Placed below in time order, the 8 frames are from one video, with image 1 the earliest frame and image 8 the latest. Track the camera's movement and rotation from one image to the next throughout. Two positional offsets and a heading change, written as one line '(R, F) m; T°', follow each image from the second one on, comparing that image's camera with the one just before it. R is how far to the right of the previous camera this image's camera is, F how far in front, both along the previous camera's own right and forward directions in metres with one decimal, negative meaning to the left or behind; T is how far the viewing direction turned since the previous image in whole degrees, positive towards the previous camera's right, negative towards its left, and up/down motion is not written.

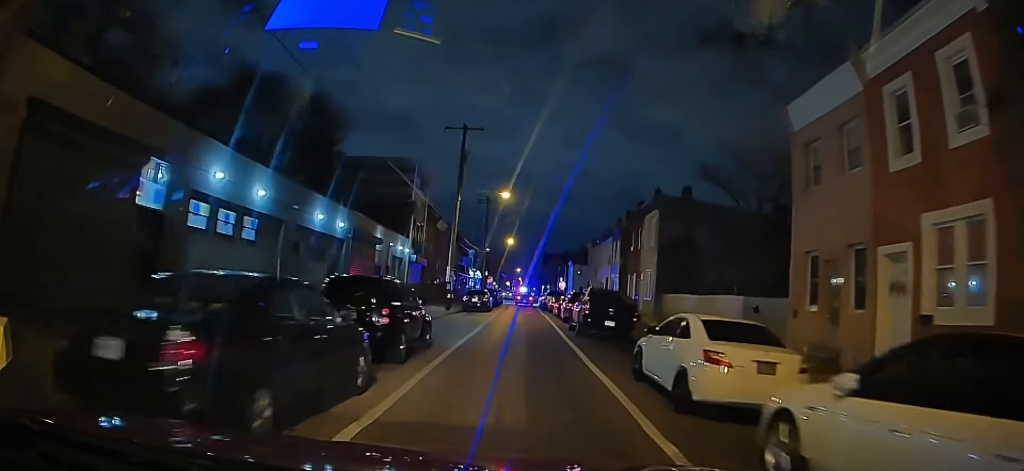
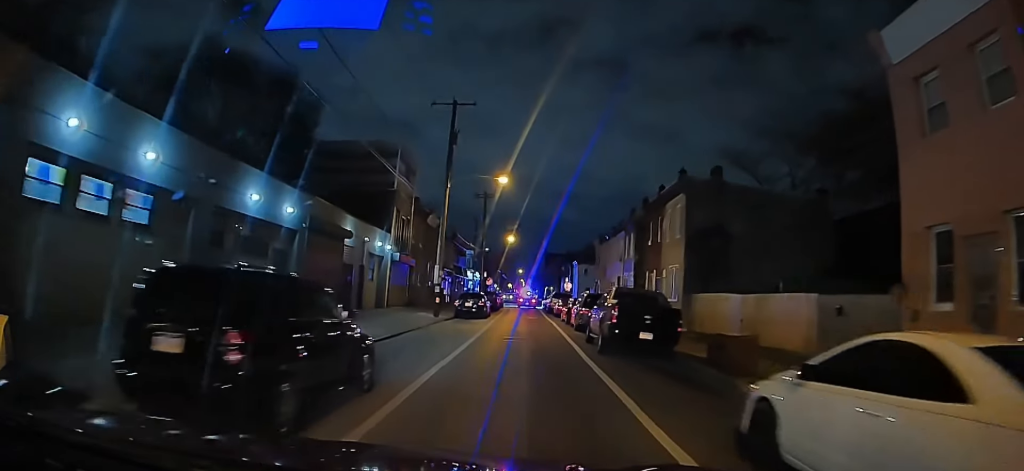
(0.0, +5.5) m; +1°
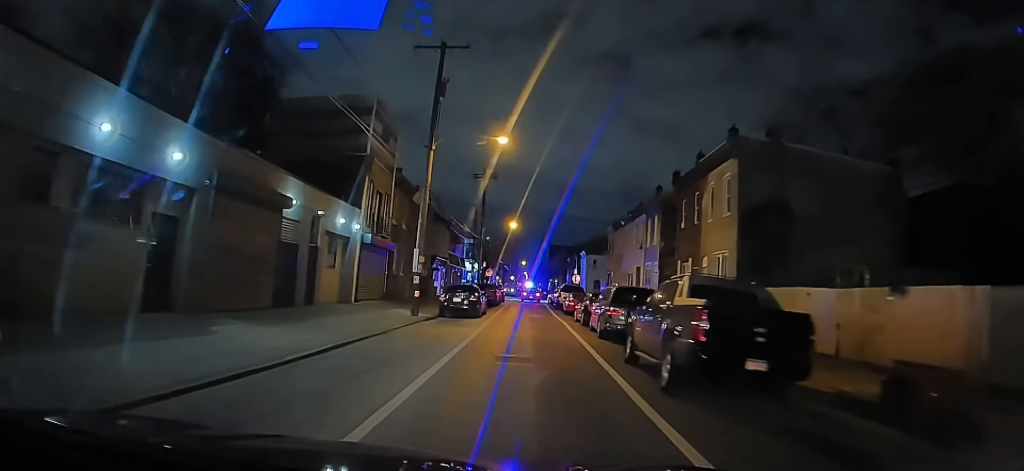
(+0.1, +6.8) m; +1°
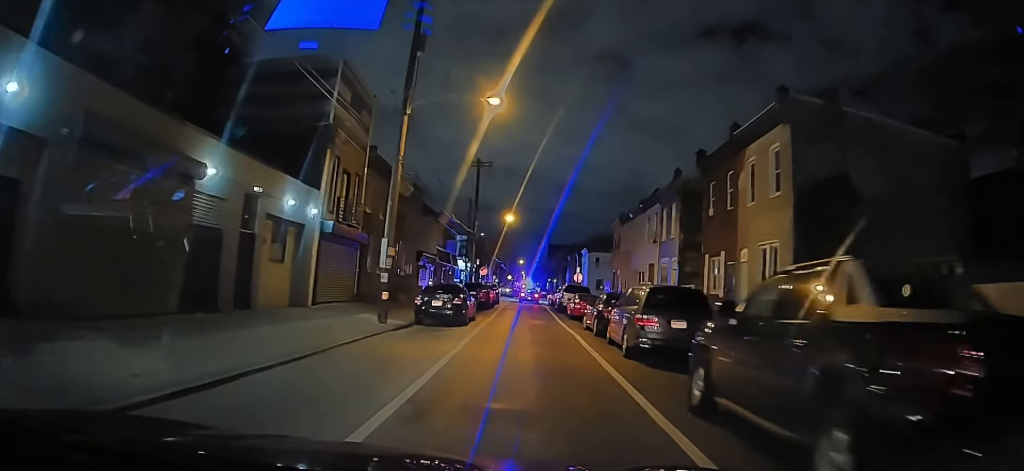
(0.0, +5.0) m; 0°
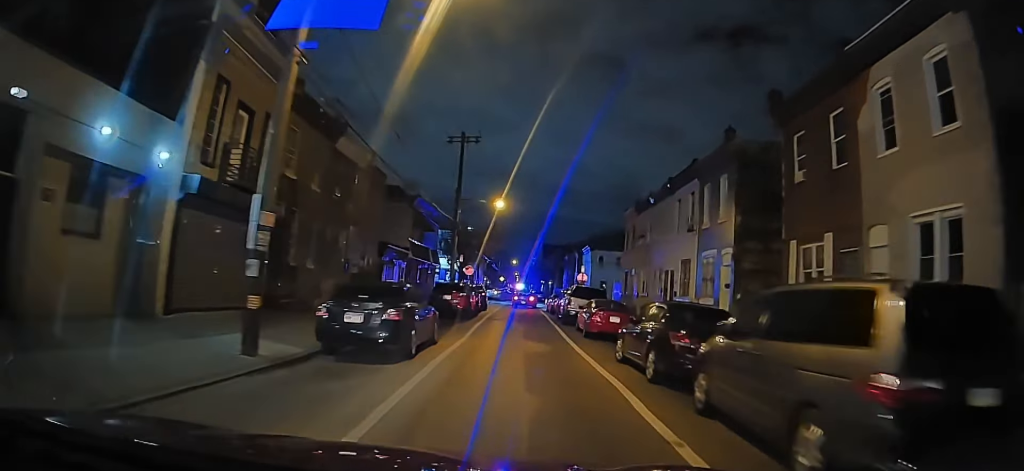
(0.0, +8.1) m; -1°
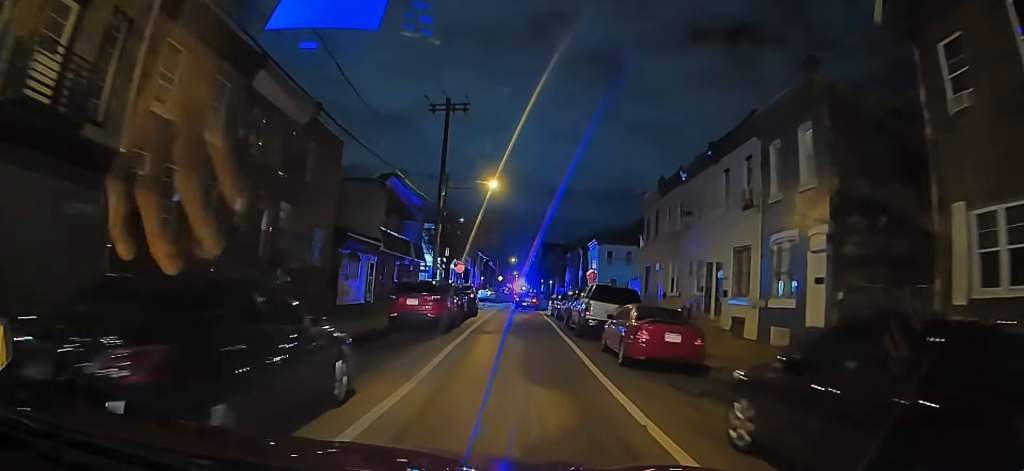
(-0.1, +6.5) m; -1°
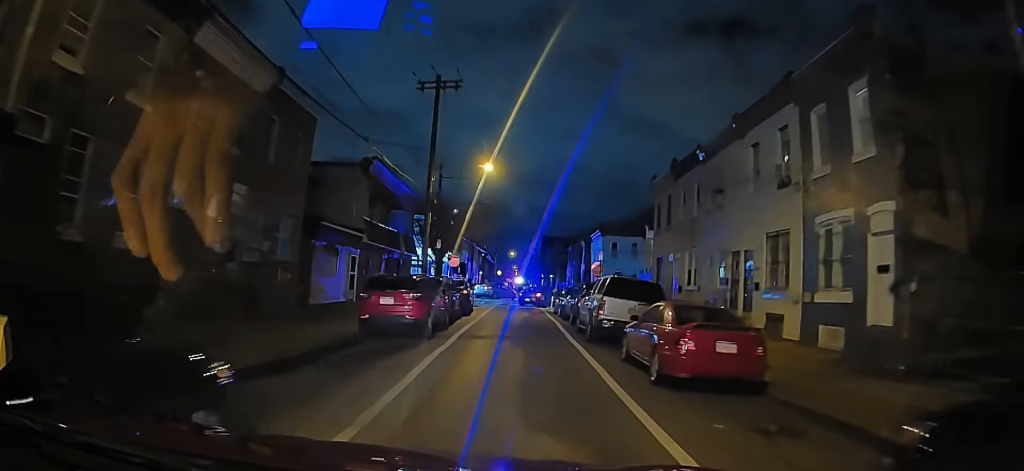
(-0.1, +3.1) m; 0°
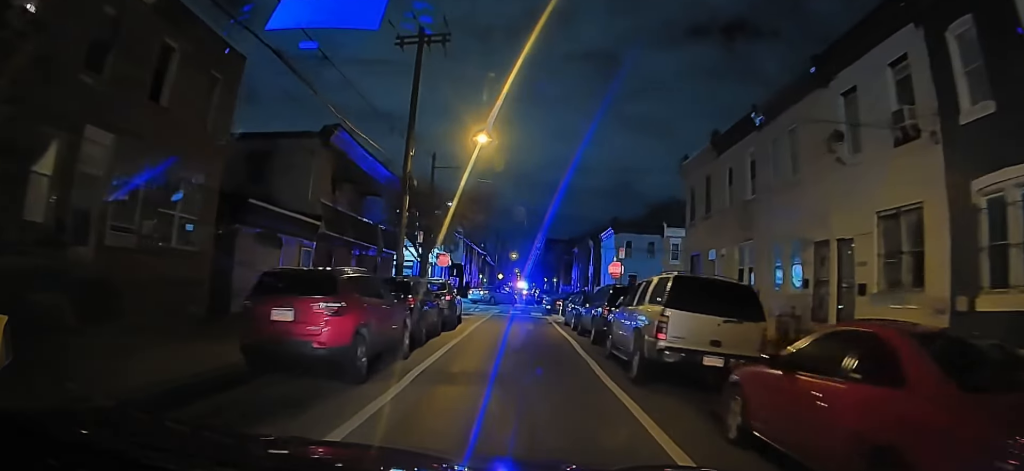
(+0.1, +5.8) m; +1°
